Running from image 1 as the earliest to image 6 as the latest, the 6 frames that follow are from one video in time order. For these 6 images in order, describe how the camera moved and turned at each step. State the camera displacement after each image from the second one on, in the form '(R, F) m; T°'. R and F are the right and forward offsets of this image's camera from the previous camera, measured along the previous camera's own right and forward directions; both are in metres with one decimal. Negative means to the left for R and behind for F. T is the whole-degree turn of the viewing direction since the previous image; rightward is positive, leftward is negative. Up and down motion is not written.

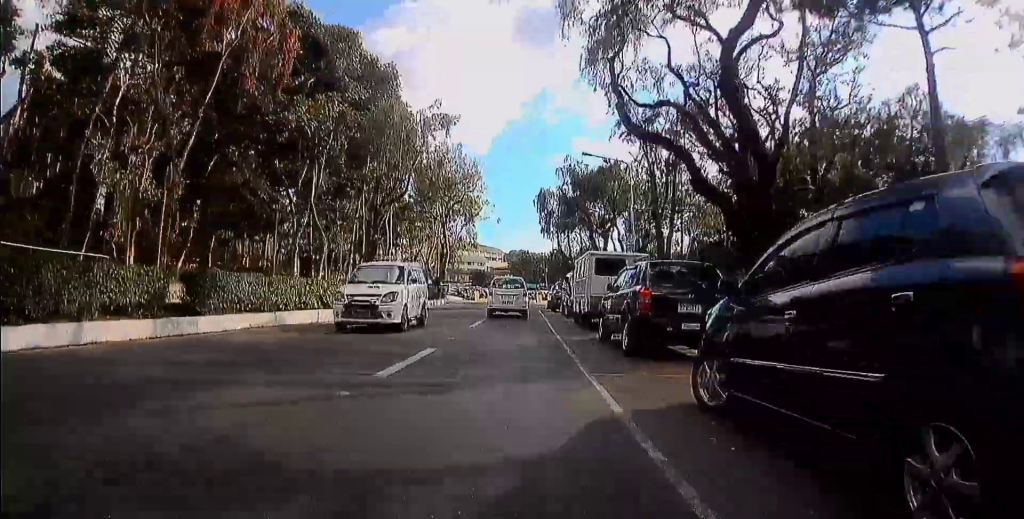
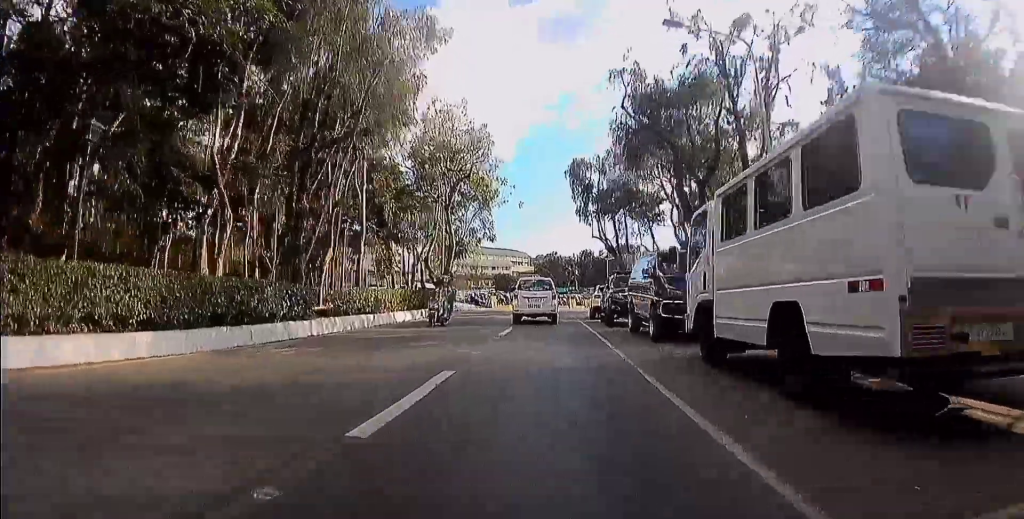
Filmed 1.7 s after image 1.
(-0.6, +11.7) m; -4°
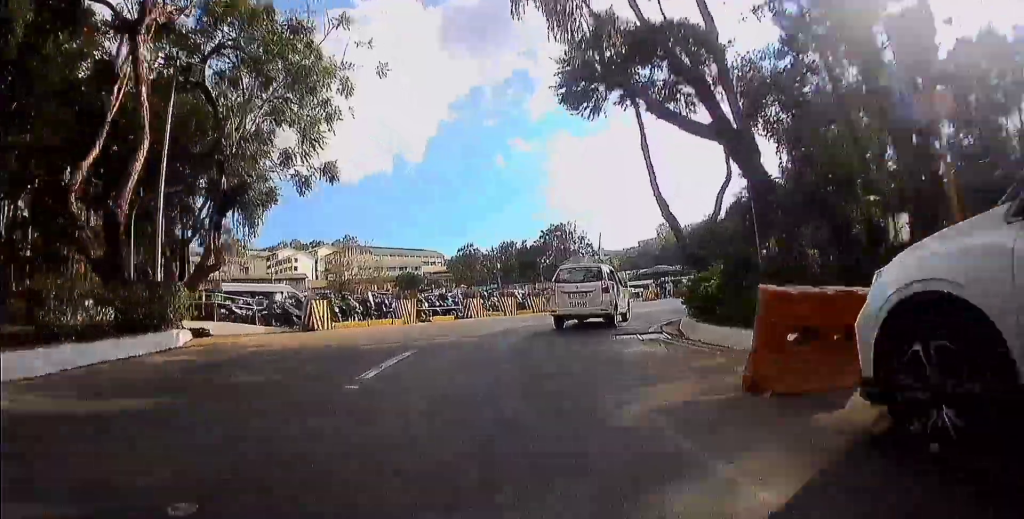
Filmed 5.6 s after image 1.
(-0.2, +26.3) m; +7°
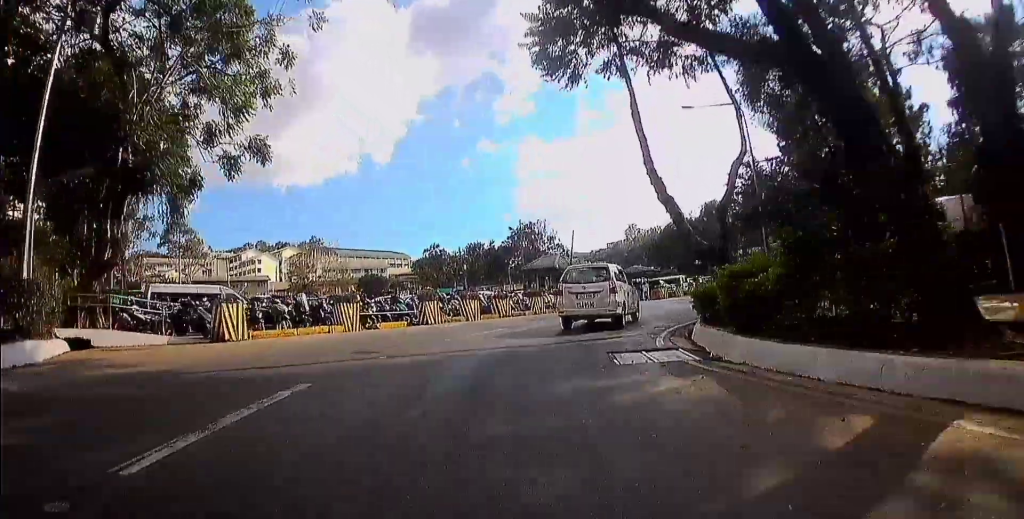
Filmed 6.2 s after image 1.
(+0.2, +3.5) m; +5°
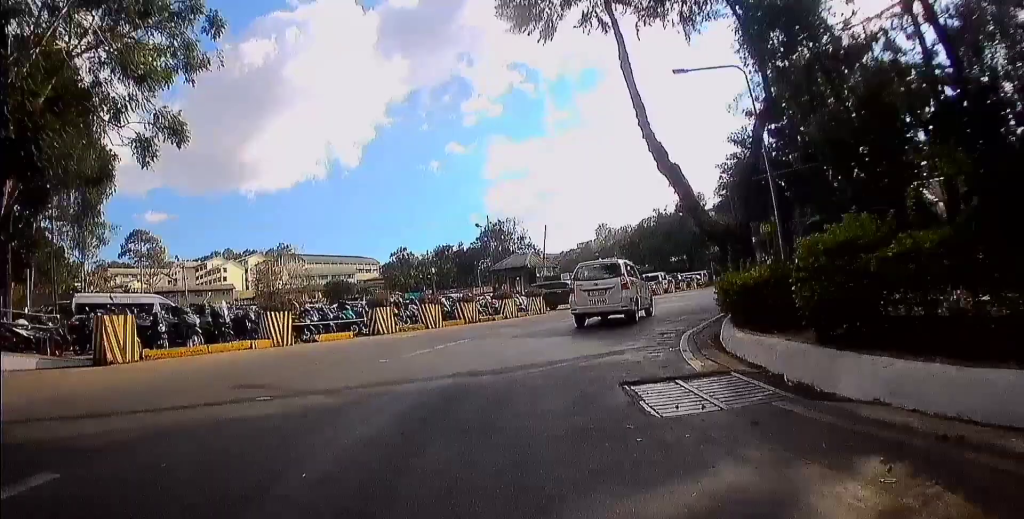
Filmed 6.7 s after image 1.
(+0.1, +2.9) m; +4°
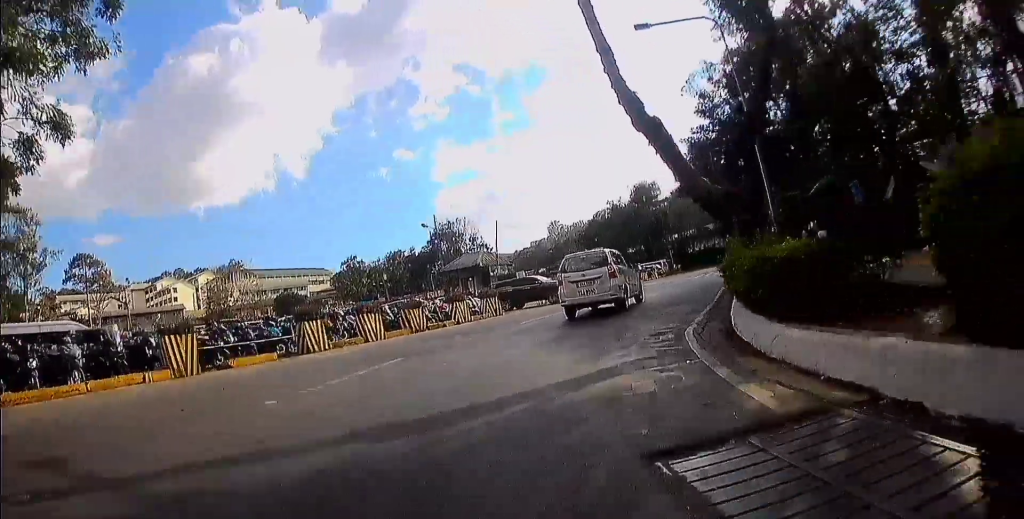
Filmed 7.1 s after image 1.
(+0.1, +2.5) m; +4°
